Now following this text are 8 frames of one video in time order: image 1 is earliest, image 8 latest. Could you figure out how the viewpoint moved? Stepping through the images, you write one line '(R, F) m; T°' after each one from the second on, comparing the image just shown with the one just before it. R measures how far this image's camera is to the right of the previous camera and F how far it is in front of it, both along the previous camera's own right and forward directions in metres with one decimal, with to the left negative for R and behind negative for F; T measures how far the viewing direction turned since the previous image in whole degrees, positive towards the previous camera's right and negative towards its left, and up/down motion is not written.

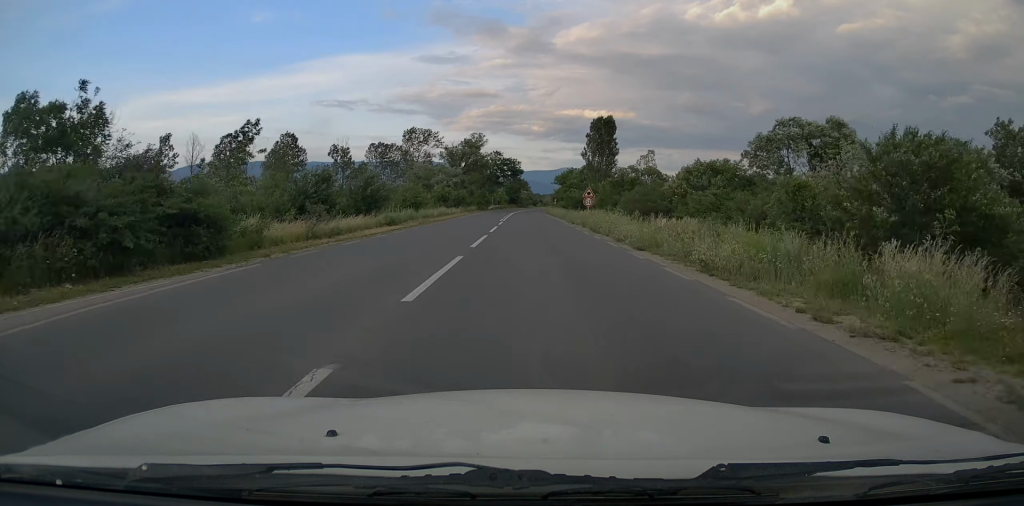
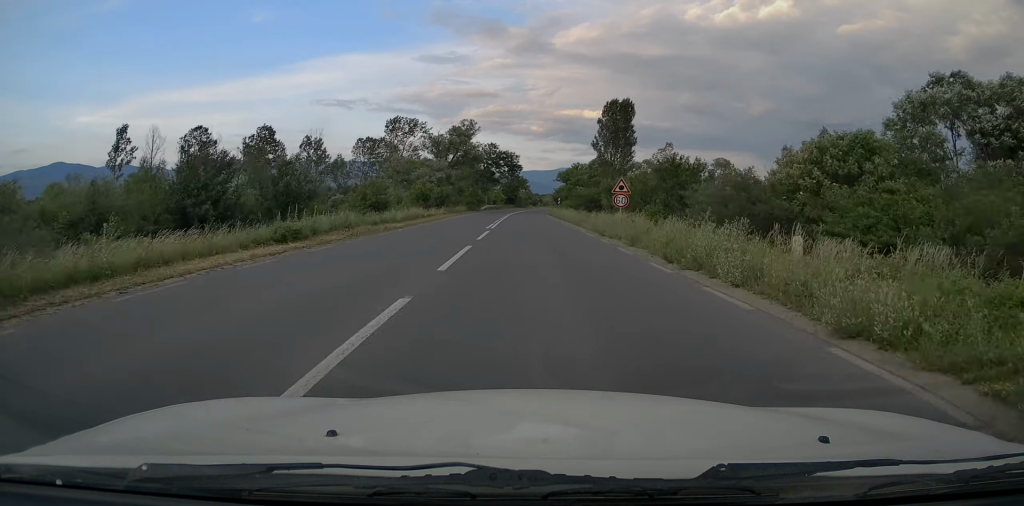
(0.0, +14.8) m; 0°
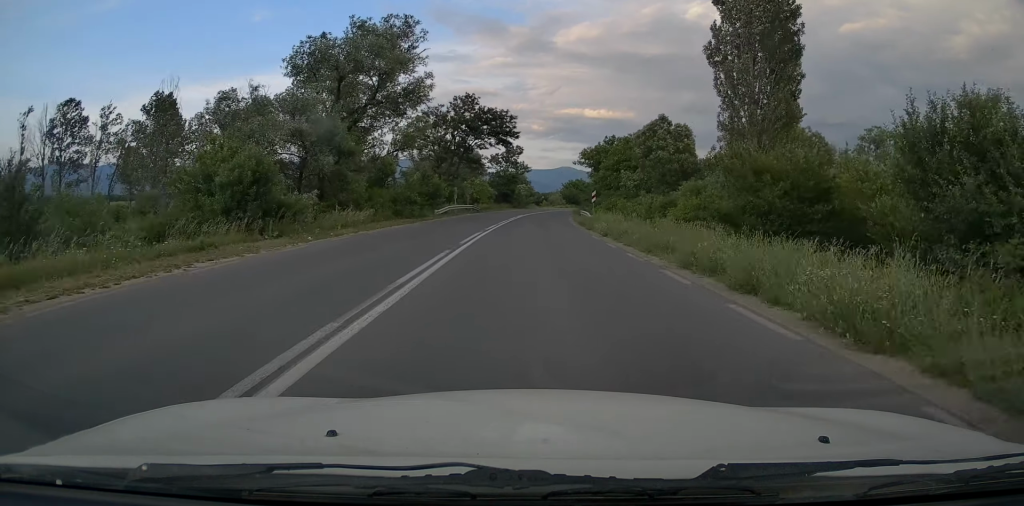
(+0.3, +45.3) m; +1°
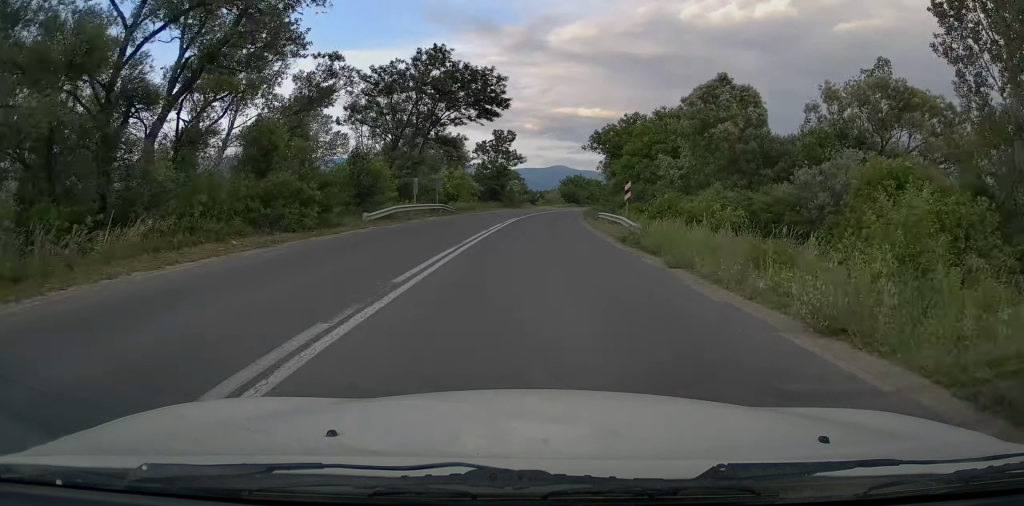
(+0.1, +17.6) m; 0°
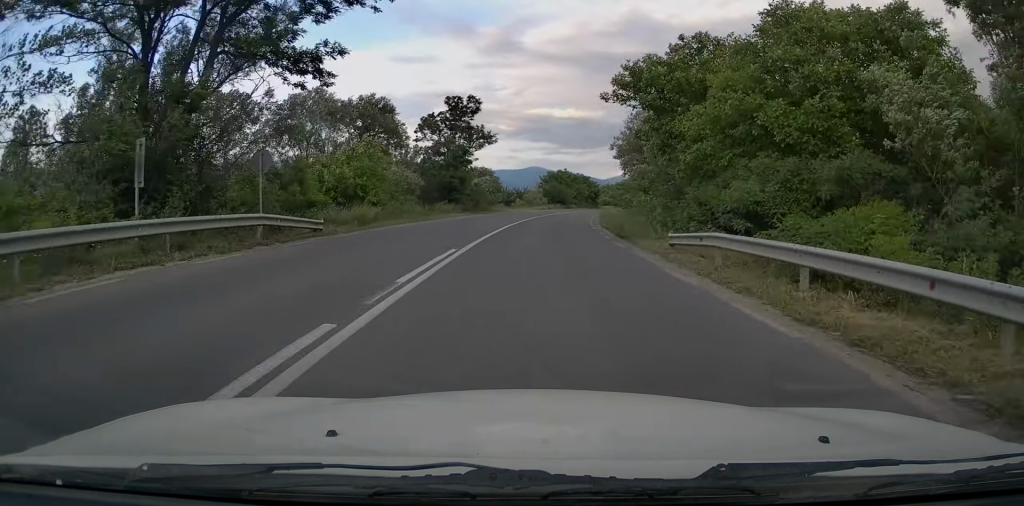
(+0.1, +26.0) m; +1°
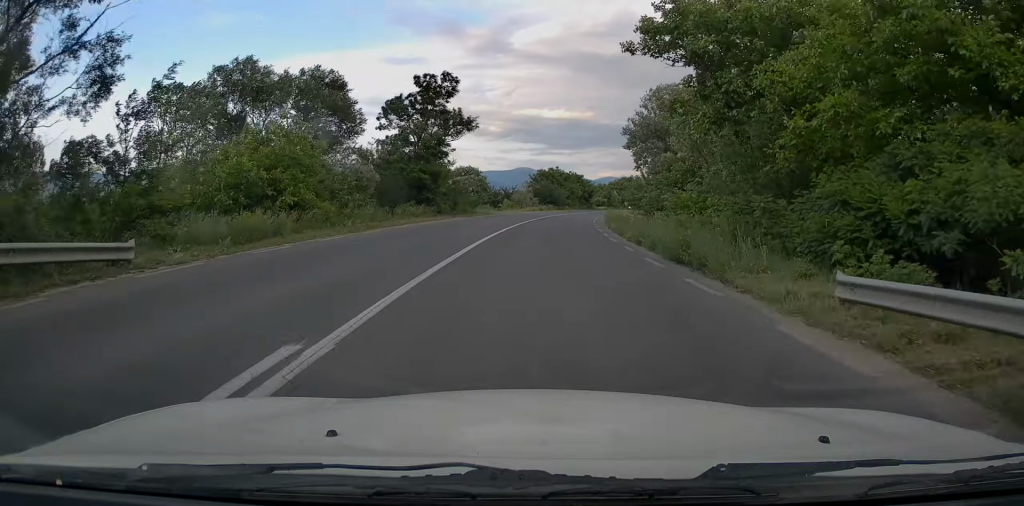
(+0.1, +9.5) m; +1°
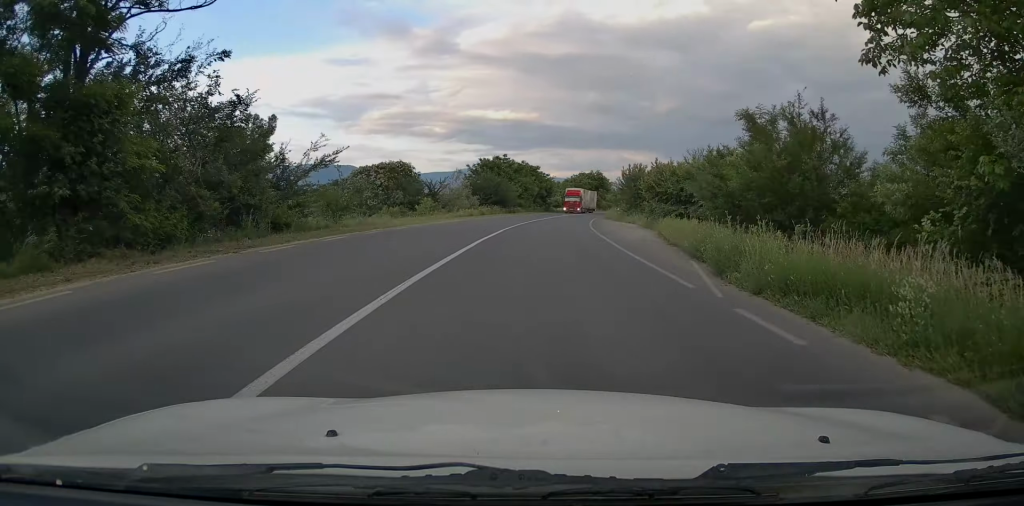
(+1.3, +30.9) m; +6°
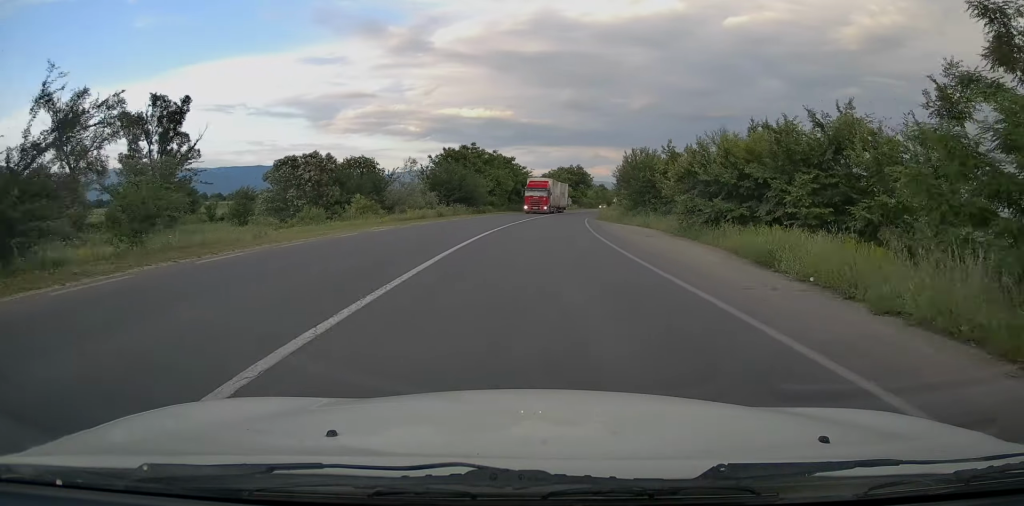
(+0.5, +14.1) m; +2°
